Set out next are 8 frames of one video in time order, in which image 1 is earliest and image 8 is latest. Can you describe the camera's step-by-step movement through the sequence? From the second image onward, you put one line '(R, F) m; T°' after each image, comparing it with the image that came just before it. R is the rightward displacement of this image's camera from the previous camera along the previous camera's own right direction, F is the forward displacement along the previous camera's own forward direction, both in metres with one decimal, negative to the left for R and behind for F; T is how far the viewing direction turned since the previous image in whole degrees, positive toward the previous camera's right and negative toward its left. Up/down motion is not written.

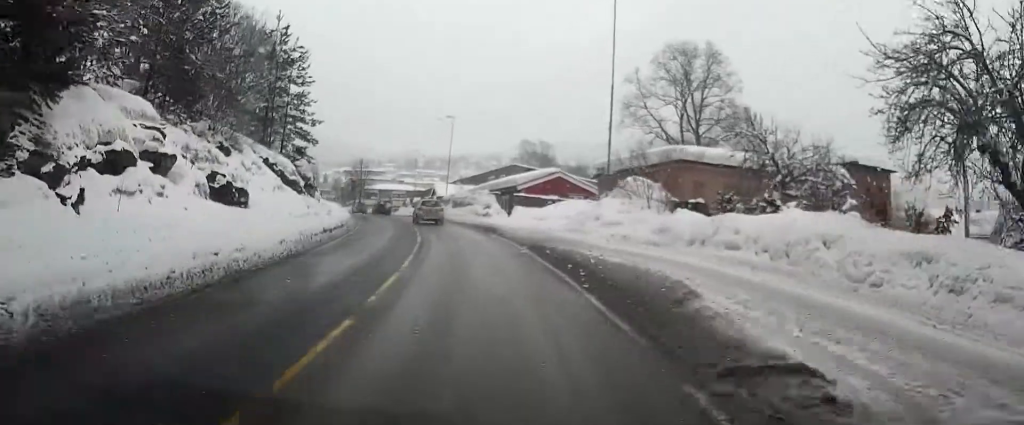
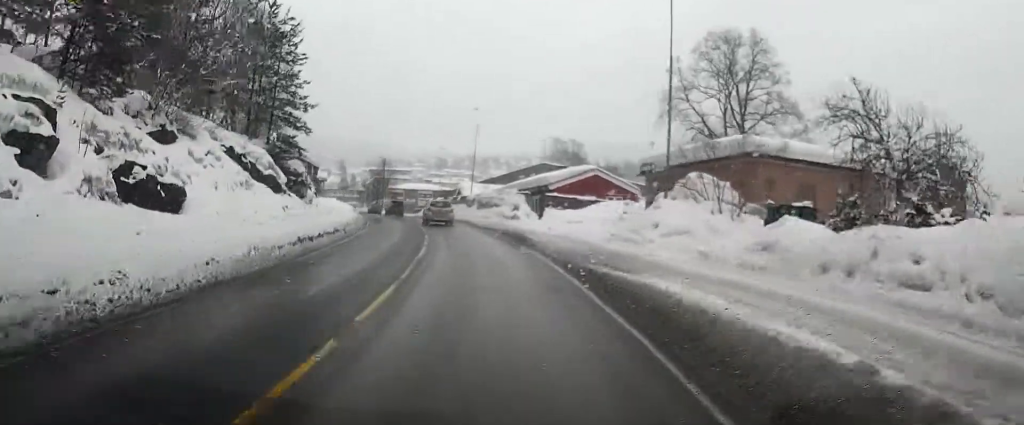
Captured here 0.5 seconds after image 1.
(-0.1, +5.3) m; -2°
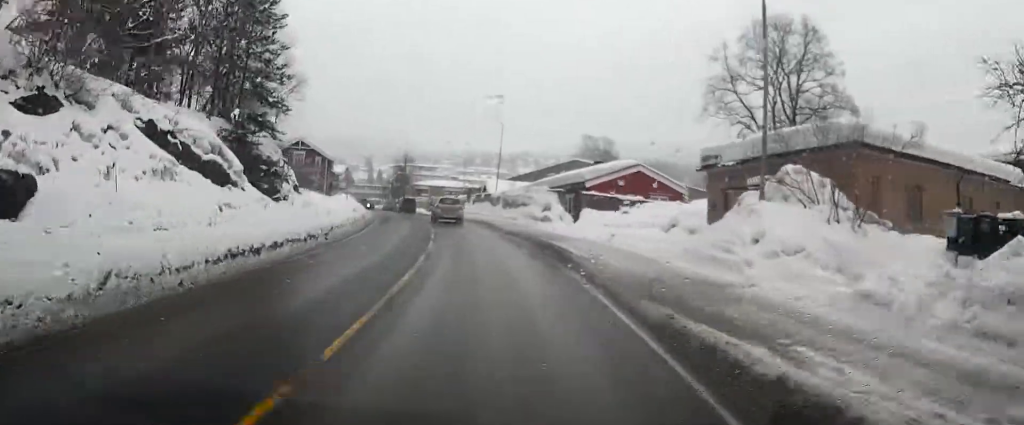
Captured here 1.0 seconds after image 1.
(+0.1, +5.6) m; -2°
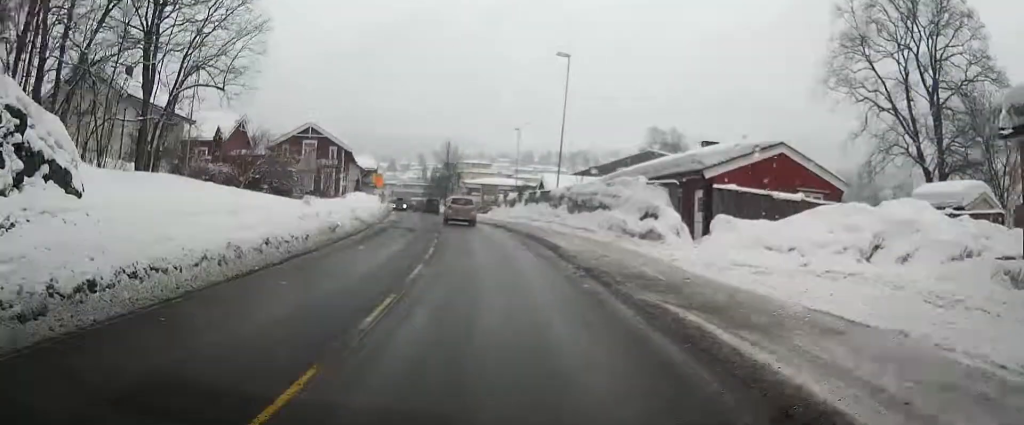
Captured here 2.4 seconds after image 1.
(-1.1, +14.7) m; -6°
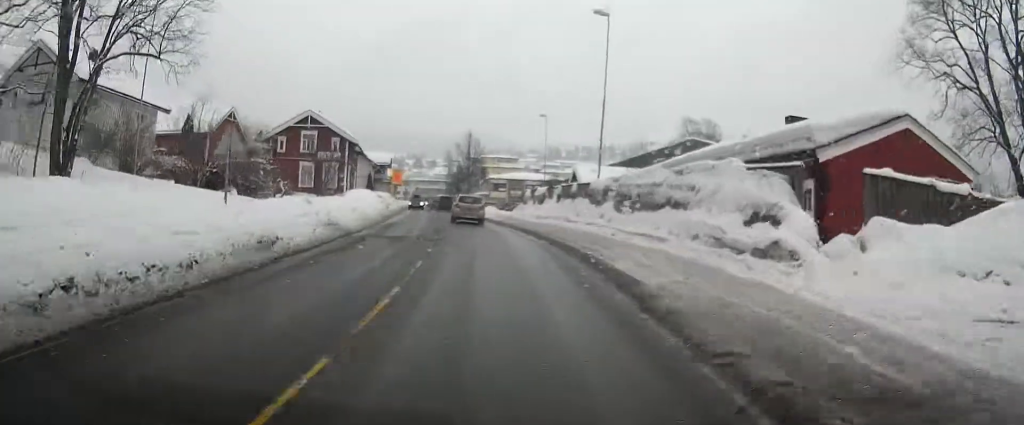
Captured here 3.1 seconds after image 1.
(-0.2, +7.5) m; -1°
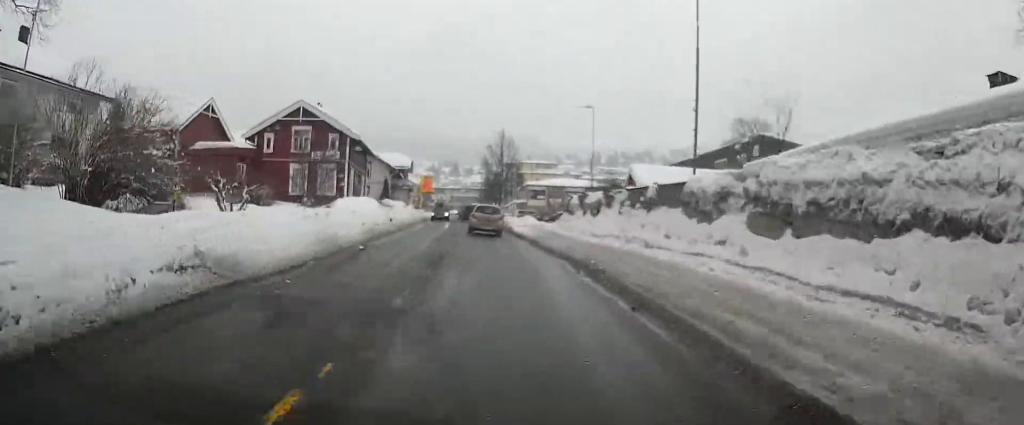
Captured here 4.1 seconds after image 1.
(0.0, +10.3) m; 0°
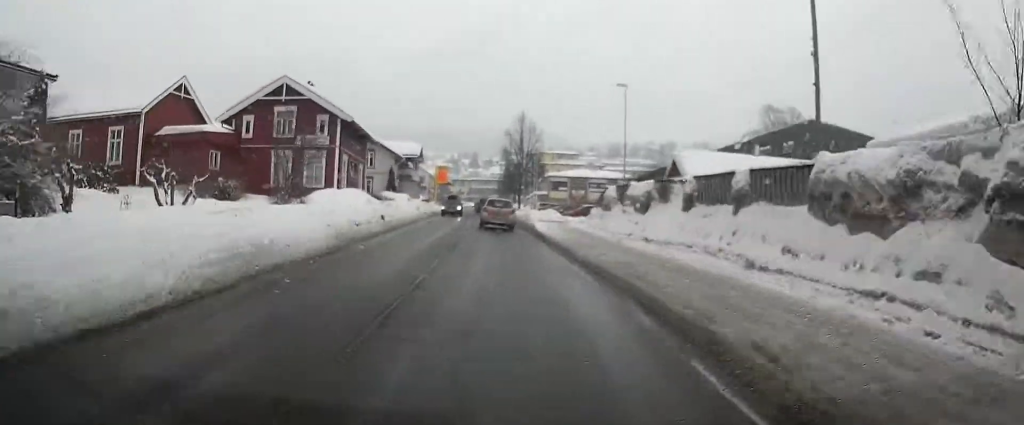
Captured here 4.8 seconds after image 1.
(0.0, +6.8) m; -2°
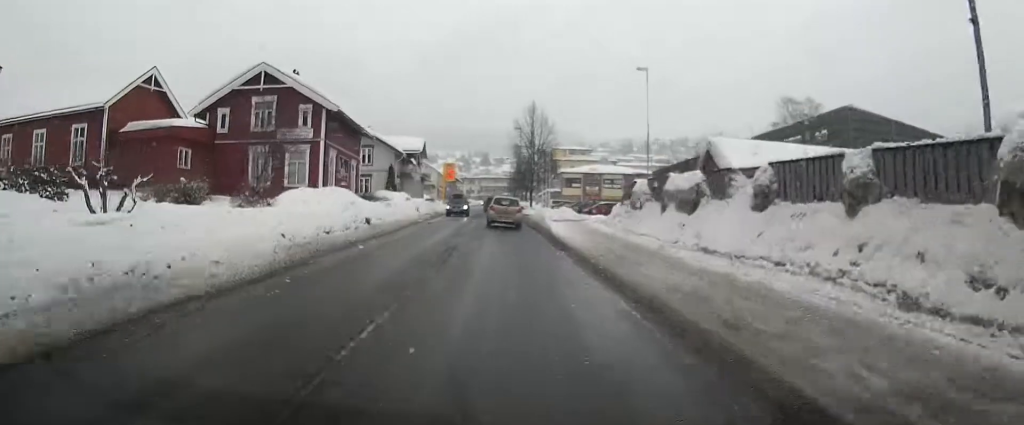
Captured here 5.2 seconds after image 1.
(0.0, +4.7) m; -2°
